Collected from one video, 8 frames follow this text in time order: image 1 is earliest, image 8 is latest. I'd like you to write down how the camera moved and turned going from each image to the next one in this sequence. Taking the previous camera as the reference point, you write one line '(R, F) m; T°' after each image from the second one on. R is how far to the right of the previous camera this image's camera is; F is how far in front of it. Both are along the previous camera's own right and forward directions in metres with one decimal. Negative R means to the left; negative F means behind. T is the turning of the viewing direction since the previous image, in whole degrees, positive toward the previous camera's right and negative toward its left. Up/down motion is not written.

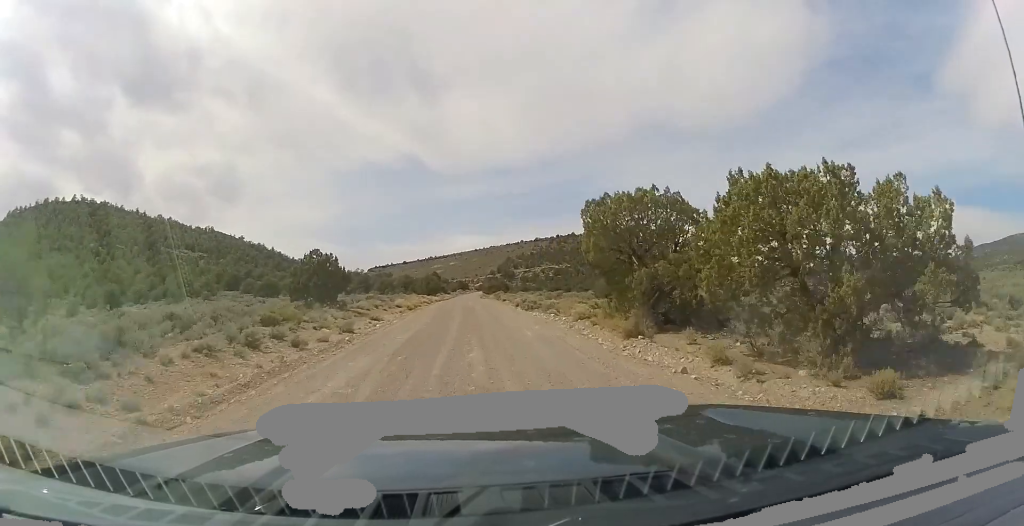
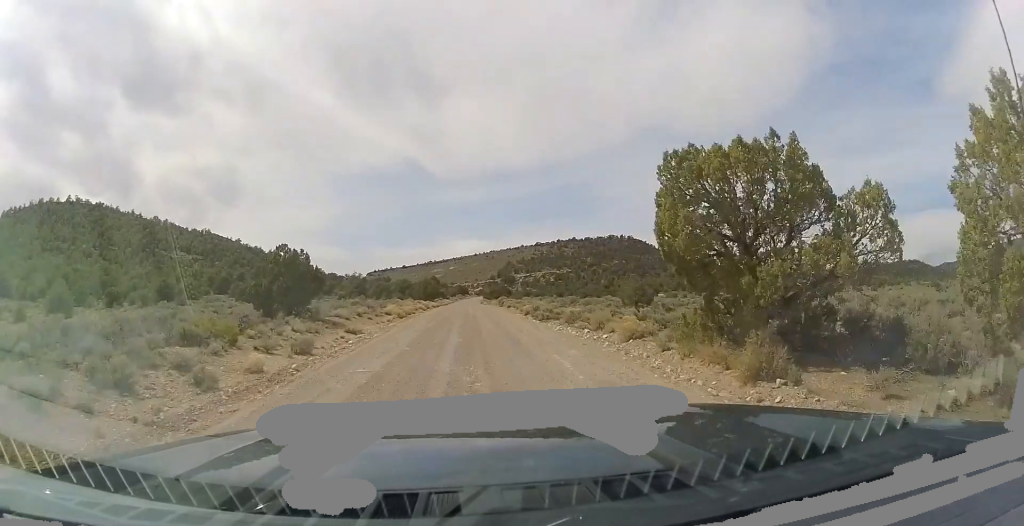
(-0.1, +6.6) m; +1°
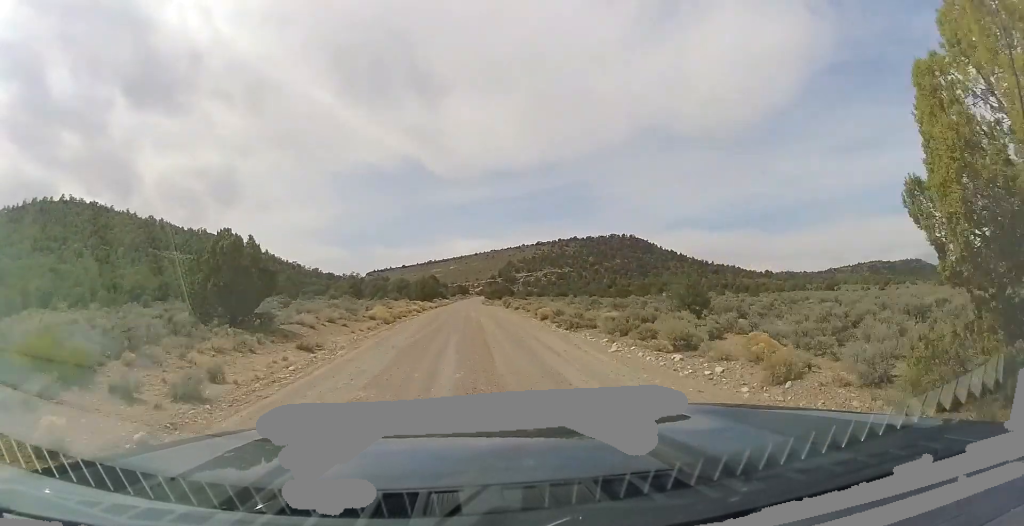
(+0.3, +7.5) m; 0°
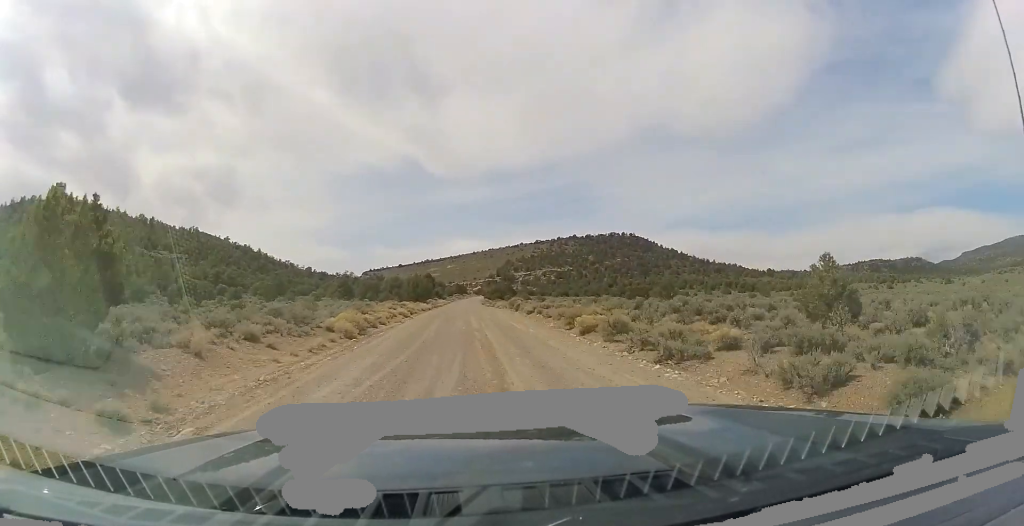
(+0.1, +10.6) m; 0°
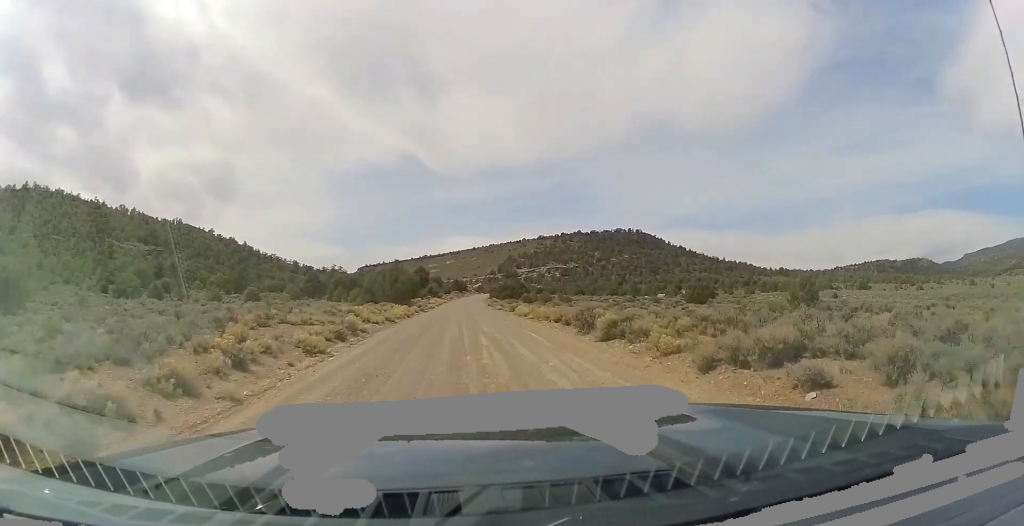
(-0.1, +28.1) m; -1°
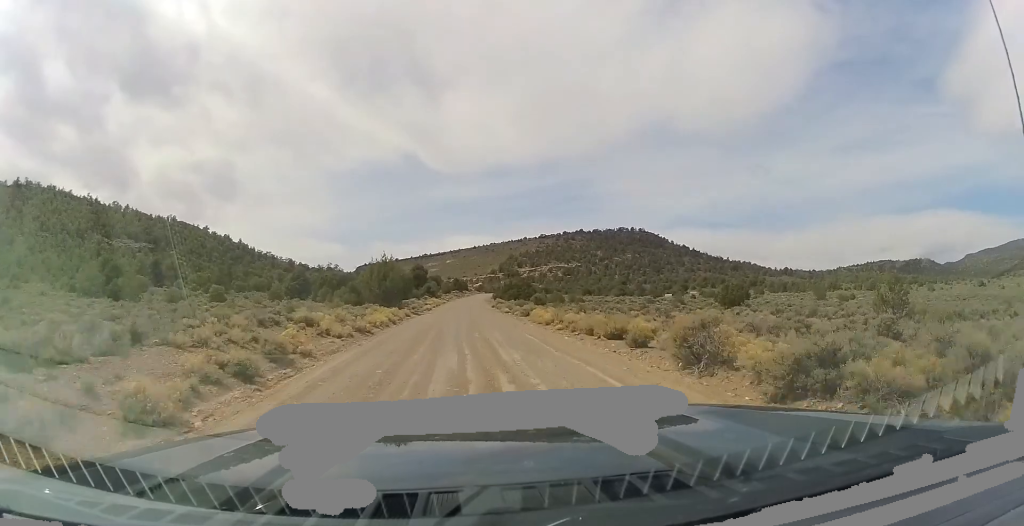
(-0.2, +9.7) m; -1°
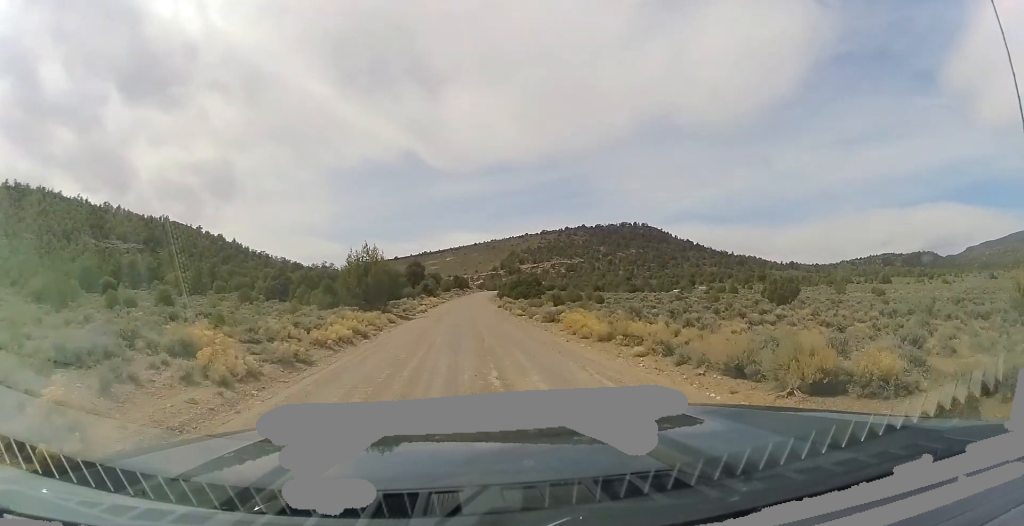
(0.0, +11.0) m; 0°
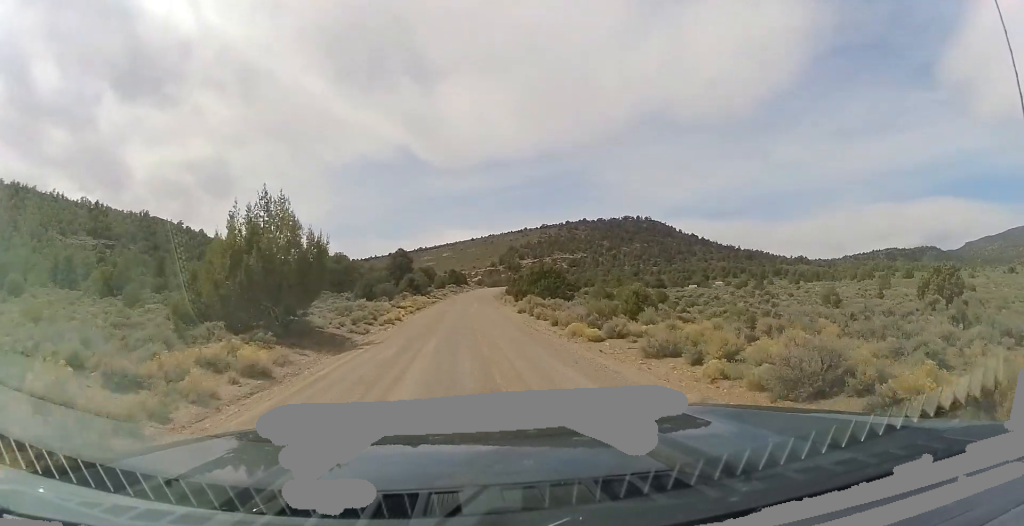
(+0.9, +23.7) m; +4°
